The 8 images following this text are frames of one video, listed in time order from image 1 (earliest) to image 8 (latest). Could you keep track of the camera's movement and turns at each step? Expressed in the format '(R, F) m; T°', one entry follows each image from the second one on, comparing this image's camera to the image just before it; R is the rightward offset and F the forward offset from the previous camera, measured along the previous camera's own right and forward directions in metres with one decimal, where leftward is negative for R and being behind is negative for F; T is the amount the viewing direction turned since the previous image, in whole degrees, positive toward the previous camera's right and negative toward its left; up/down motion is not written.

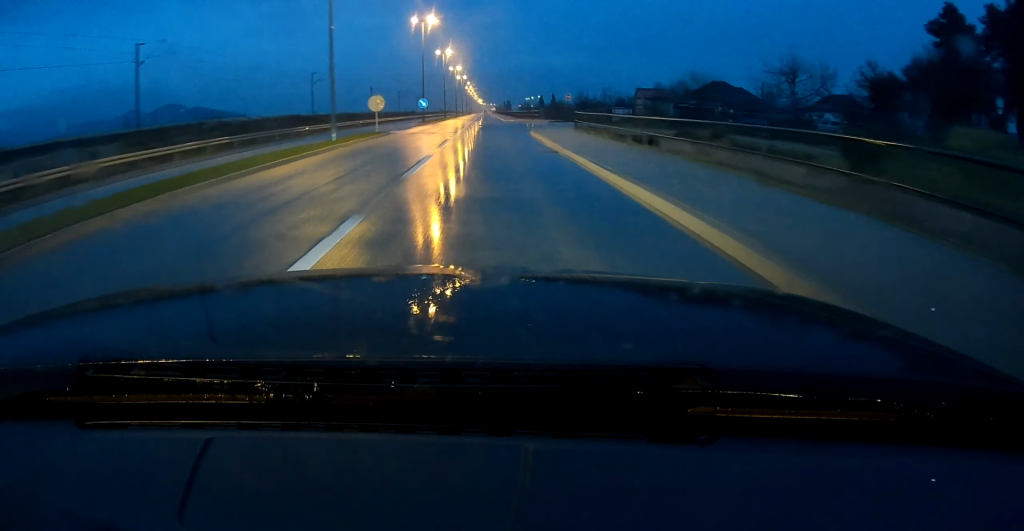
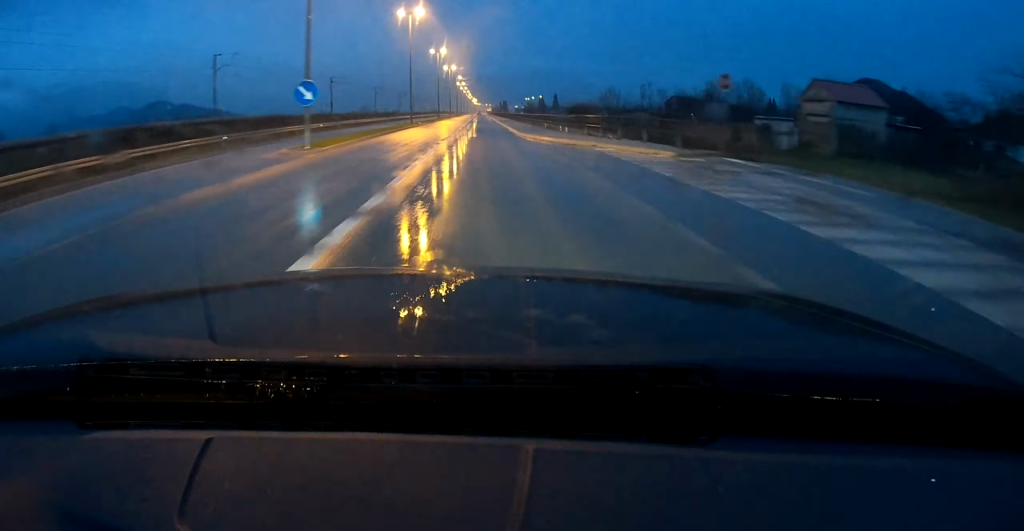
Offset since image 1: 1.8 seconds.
(+0.1, +41.8) m; 0°
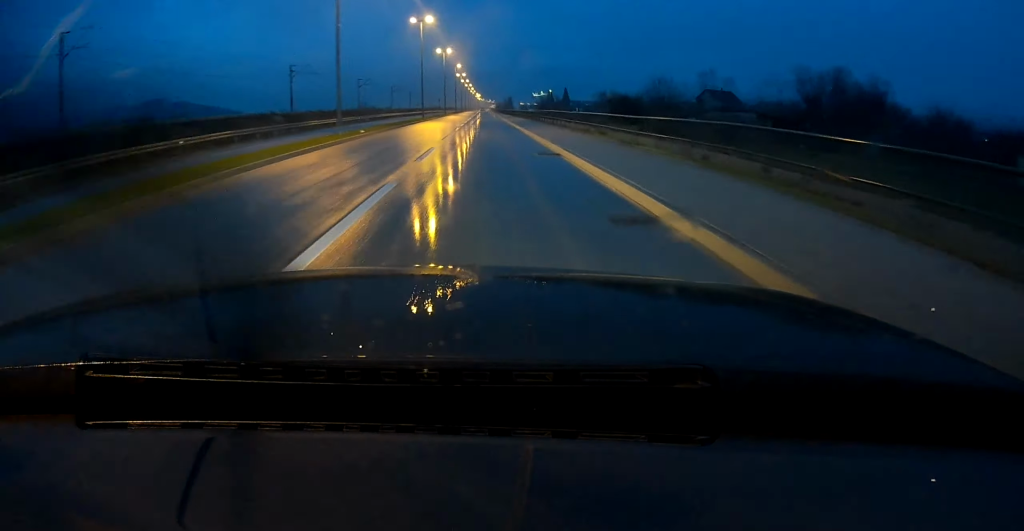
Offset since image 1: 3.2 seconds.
(-0.1, +30.8) m; 0°
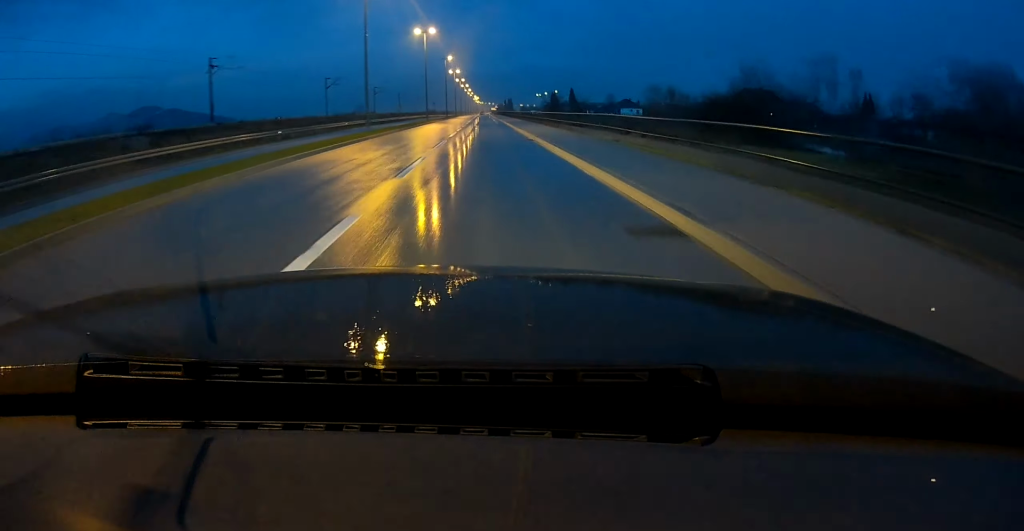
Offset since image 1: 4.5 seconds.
(+0.1, +31.2) m; 0°
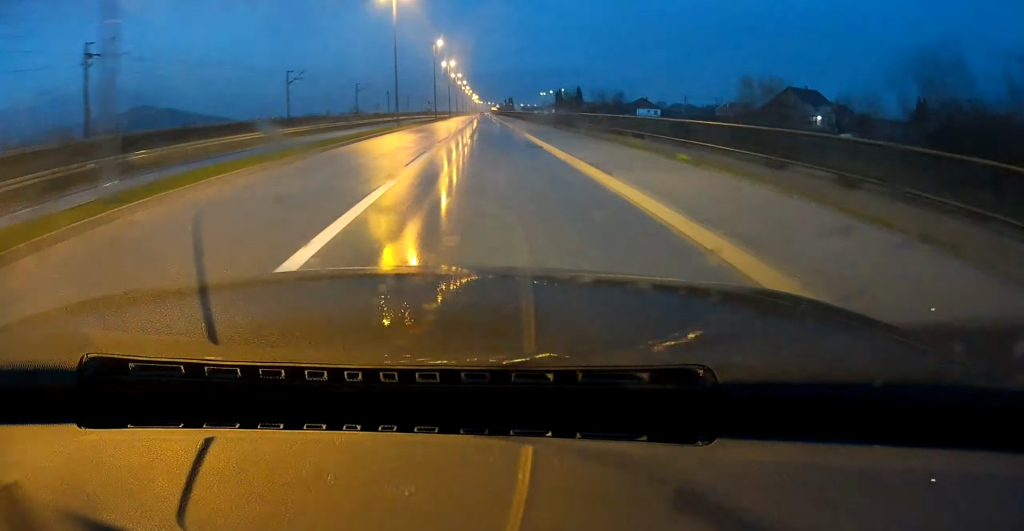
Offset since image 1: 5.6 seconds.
(0.0, +25.0) m; 0°
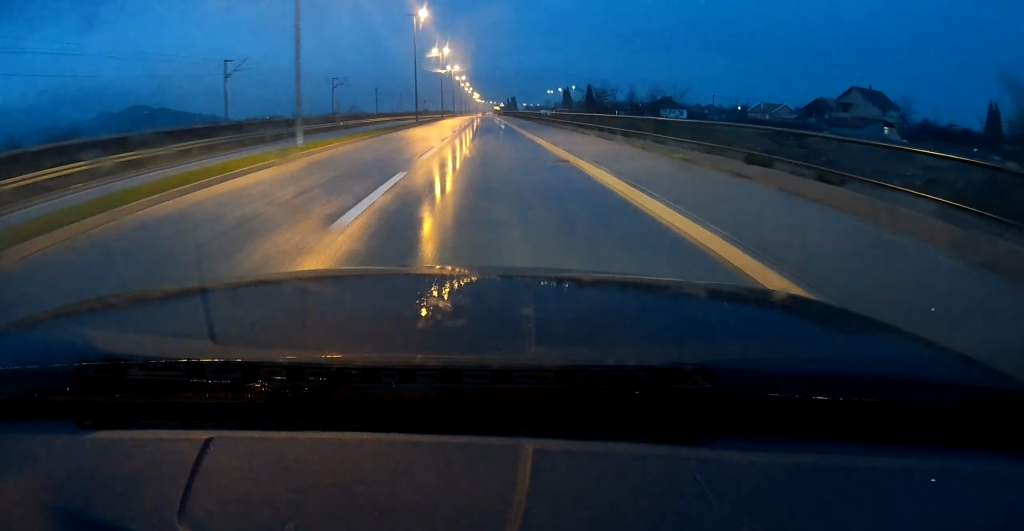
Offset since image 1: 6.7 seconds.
(0.0, +26.0) m; 0°
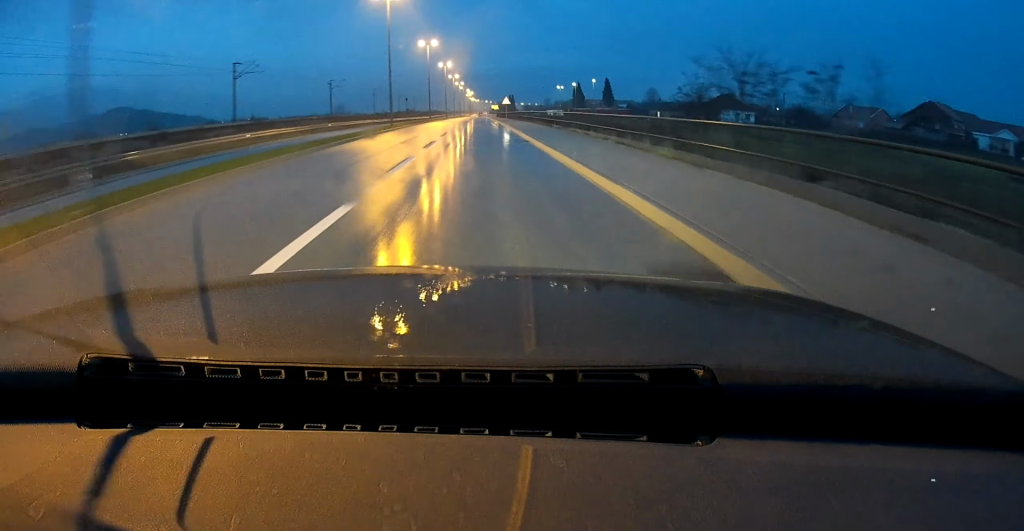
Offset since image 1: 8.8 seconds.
(0.0, +50.4) m; 0°
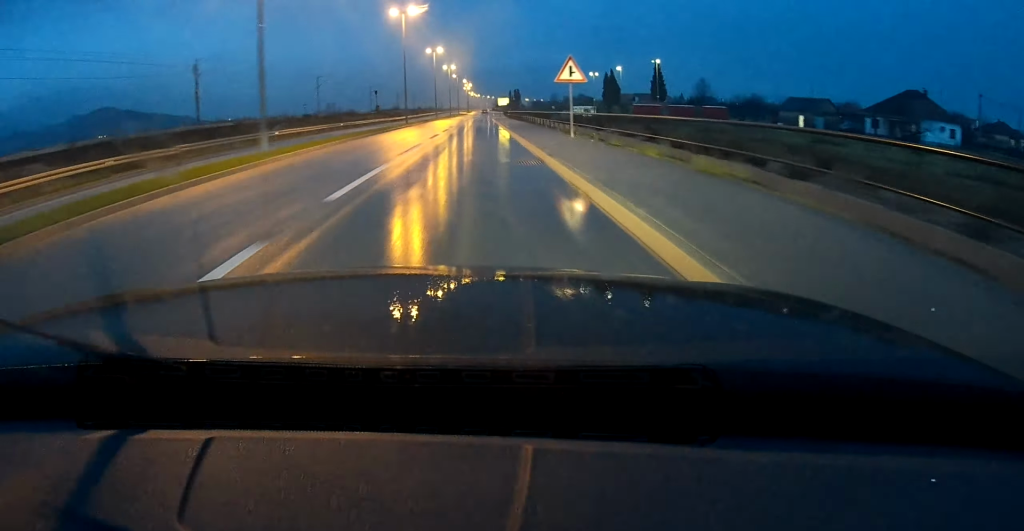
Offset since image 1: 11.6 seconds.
(+0.1, +64.5) m; 0°
